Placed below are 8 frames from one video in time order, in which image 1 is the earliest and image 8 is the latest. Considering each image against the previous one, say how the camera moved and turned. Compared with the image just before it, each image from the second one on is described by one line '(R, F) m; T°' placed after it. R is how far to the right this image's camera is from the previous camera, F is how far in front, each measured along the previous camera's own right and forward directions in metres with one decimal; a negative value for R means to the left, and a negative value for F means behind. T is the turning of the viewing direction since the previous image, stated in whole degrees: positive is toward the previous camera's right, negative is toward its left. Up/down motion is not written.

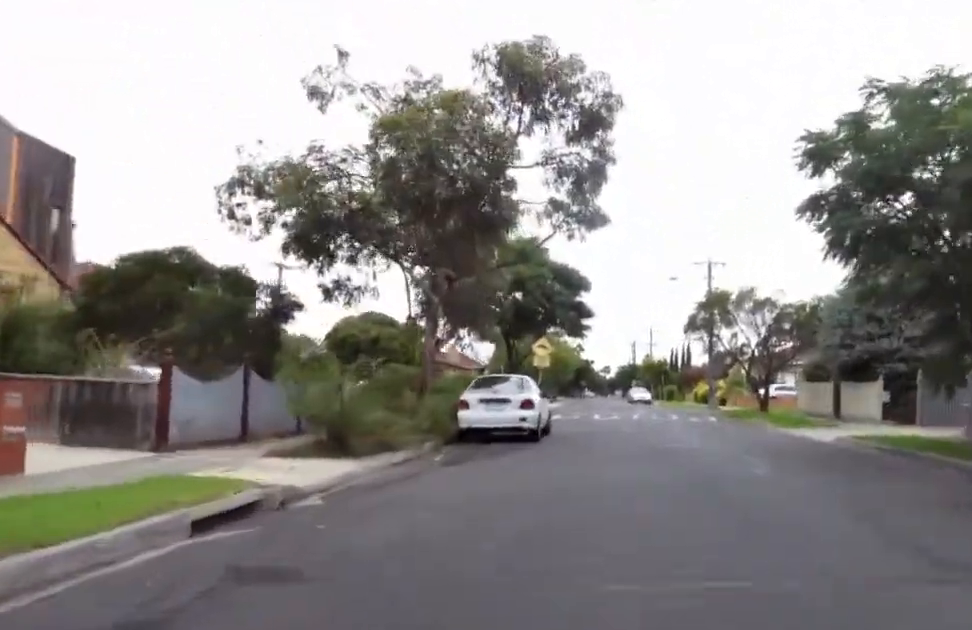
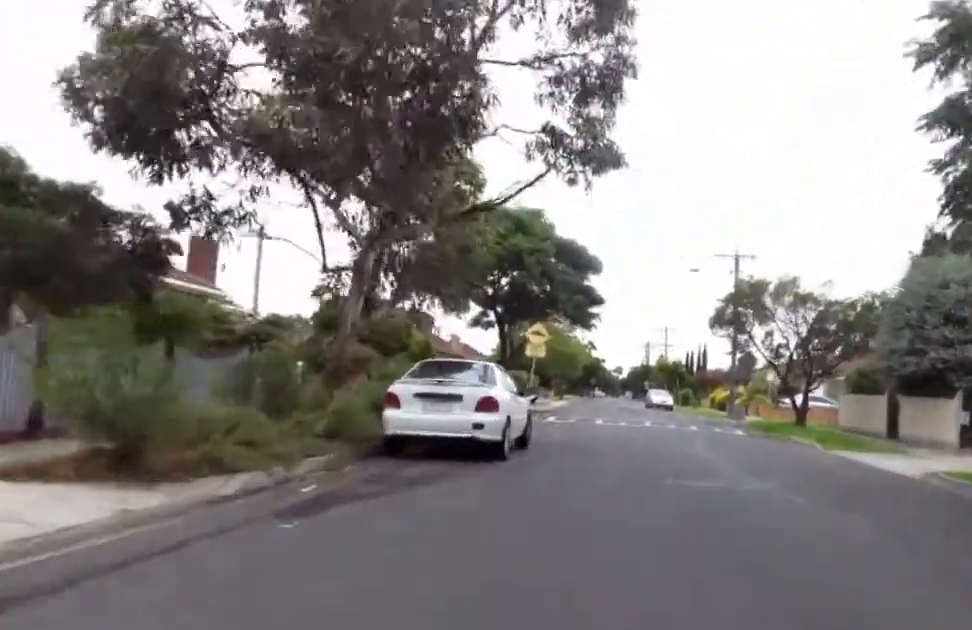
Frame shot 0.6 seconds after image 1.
(-0.4, +5.0) m; 0°
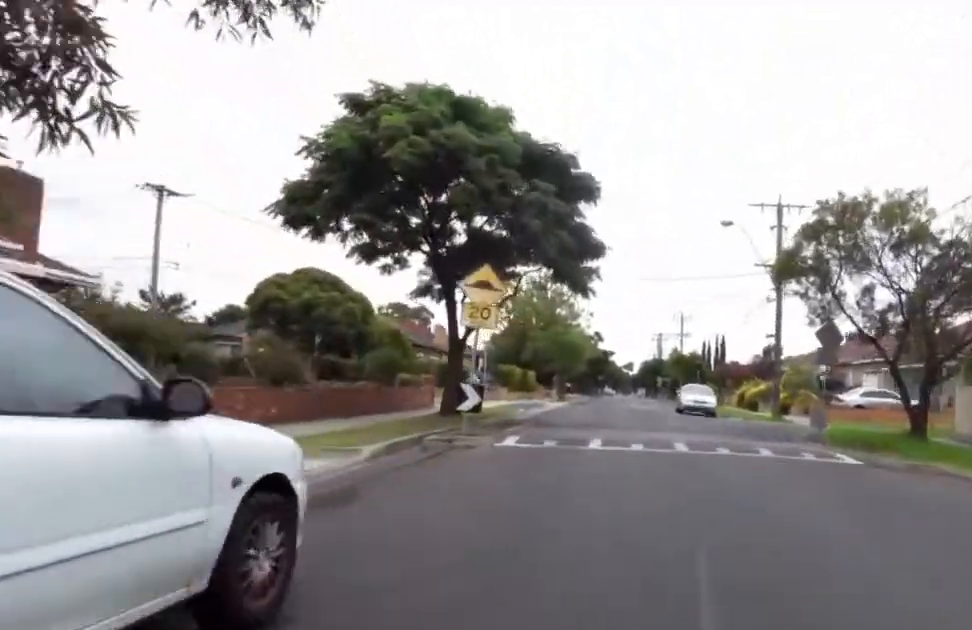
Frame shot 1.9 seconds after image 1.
(+0.5, +9.5) m; 0°
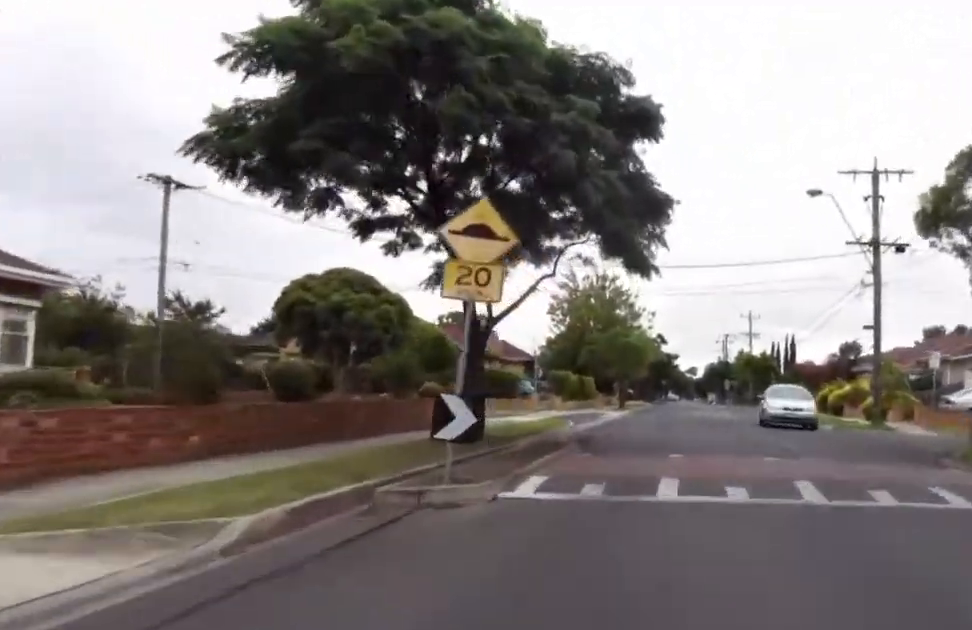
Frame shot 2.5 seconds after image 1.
(-0.7, +5.0) m; 0°
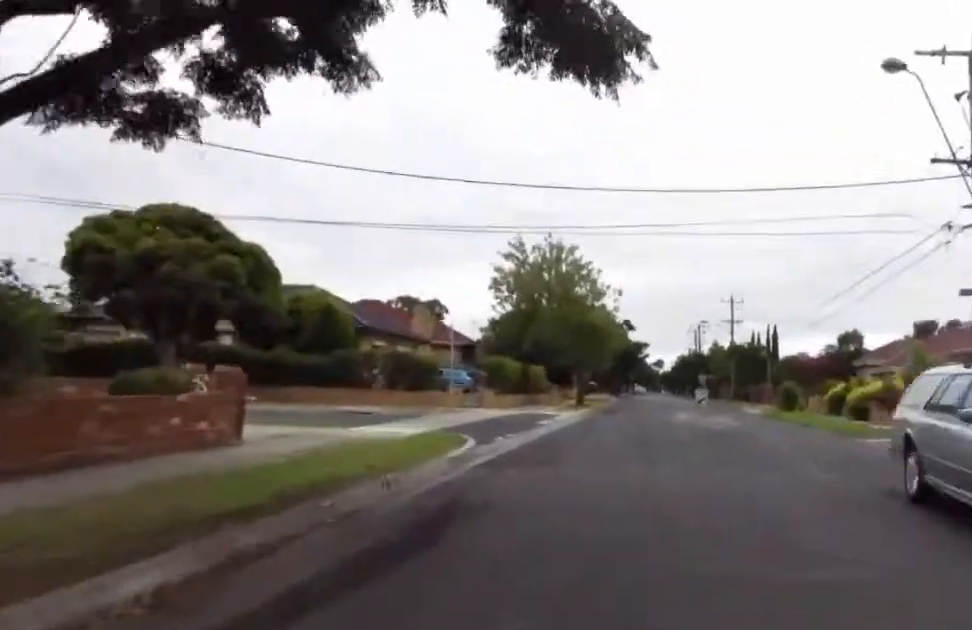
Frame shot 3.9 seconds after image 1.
(+0.7, +10.7) m; 0°
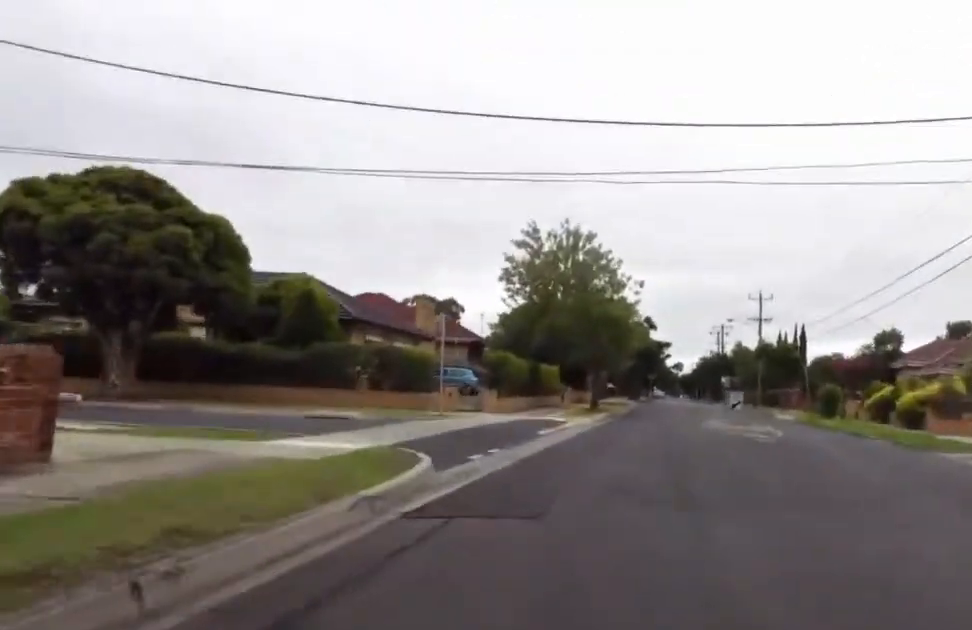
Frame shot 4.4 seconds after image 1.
(-0.7, +4.2) m; 0°
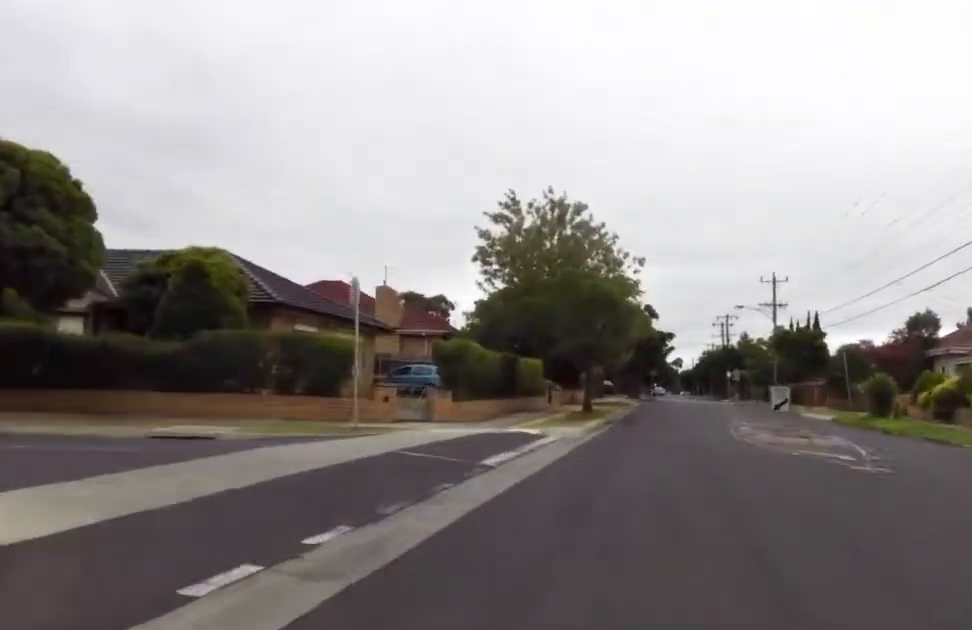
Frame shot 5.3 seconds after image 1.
(+1.1, +6.8) m; +1°
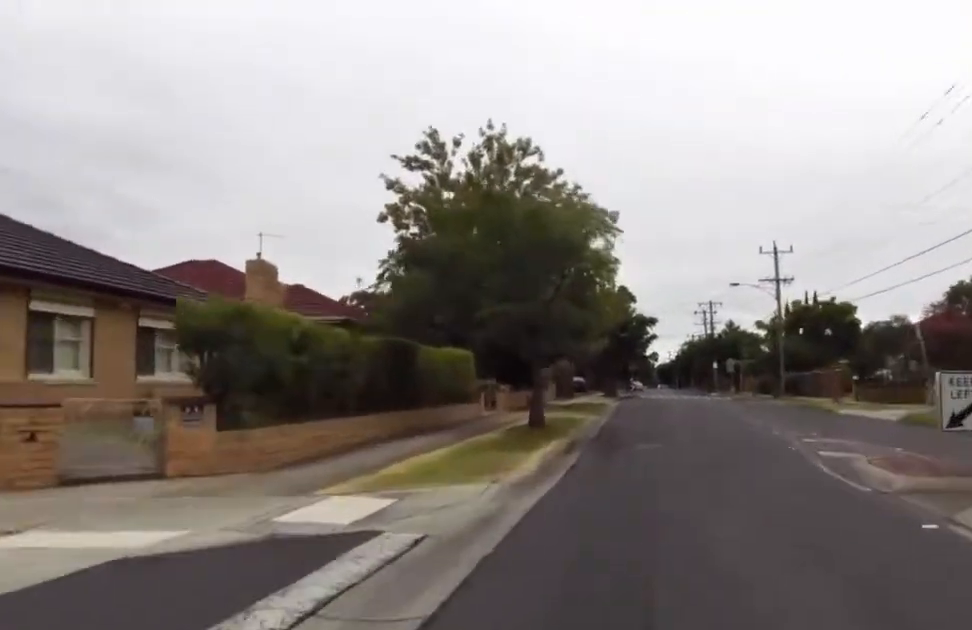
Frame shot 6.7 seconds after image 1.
(-0.7, +10.2) m; -2°
